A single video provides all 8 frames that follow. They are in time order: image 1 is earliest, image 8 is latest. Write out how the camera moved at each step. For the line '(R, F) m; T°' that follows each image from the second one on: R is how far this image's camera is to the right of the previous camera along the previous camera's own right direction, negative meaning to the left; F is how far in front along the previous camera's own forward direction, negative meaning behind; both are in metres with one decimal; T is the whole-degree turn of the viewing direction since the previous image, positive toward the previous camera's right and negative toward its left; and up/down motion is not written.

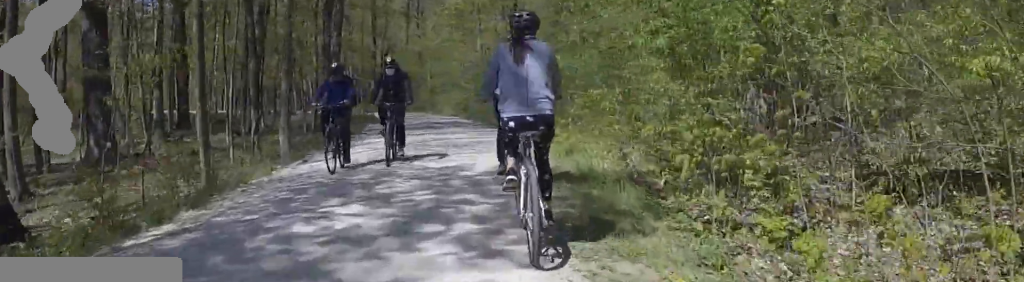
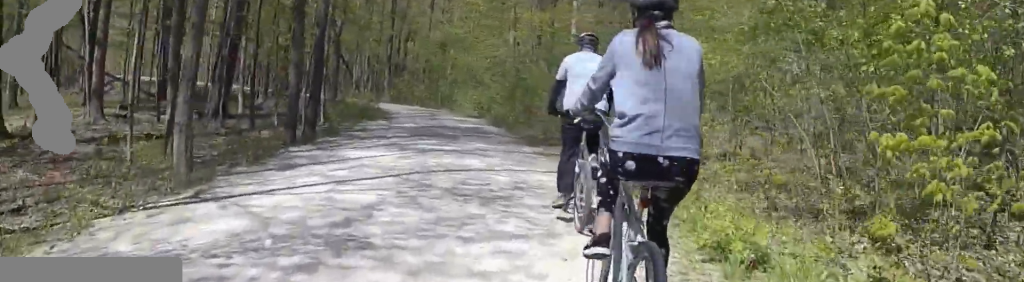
(+0.1, +5.4) m; -10°
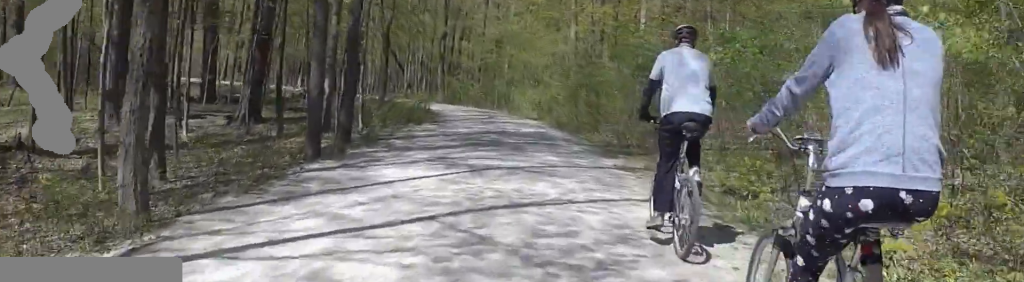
(-0.3, +2.0) m; -7°
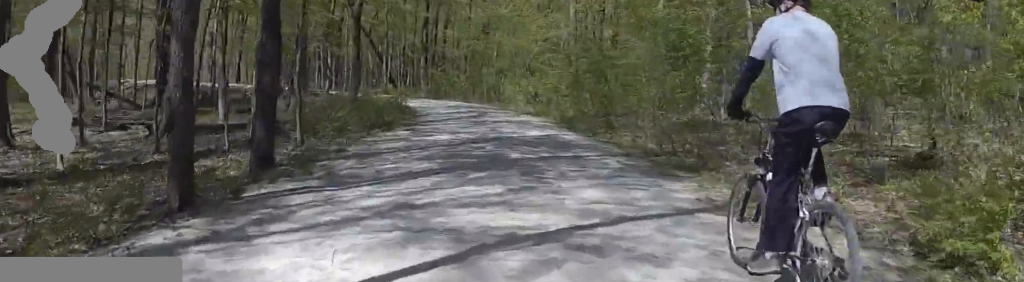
(-0.2, +3.5) m; +3°
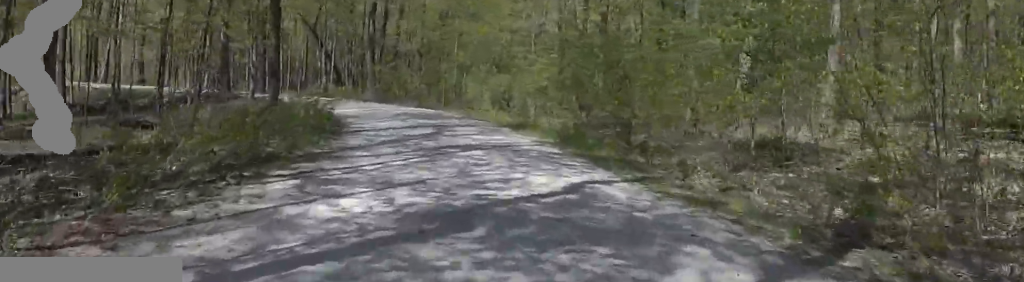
(+0.6, +5.5) m; +3°
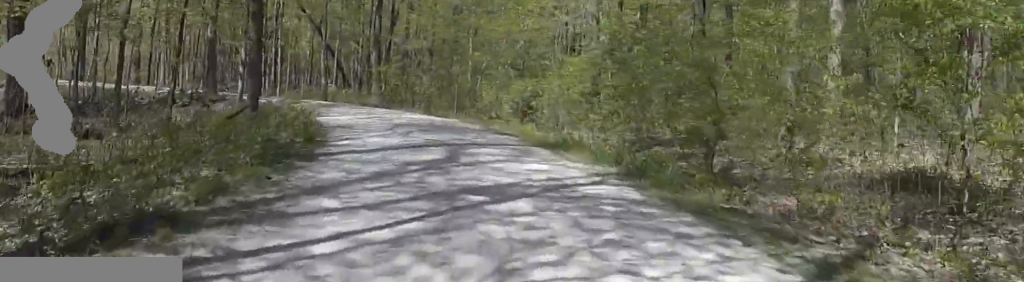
(-0.3, +3.3) m; 0°
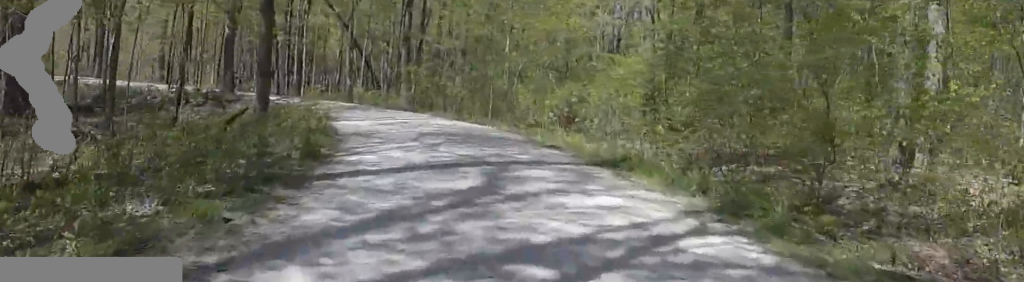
(-0.2, +2.0) m; 0°
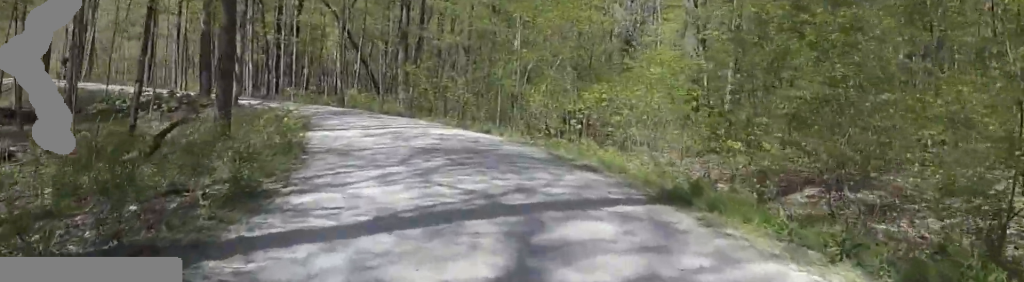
(+0.3, +3.0) m; +3°
